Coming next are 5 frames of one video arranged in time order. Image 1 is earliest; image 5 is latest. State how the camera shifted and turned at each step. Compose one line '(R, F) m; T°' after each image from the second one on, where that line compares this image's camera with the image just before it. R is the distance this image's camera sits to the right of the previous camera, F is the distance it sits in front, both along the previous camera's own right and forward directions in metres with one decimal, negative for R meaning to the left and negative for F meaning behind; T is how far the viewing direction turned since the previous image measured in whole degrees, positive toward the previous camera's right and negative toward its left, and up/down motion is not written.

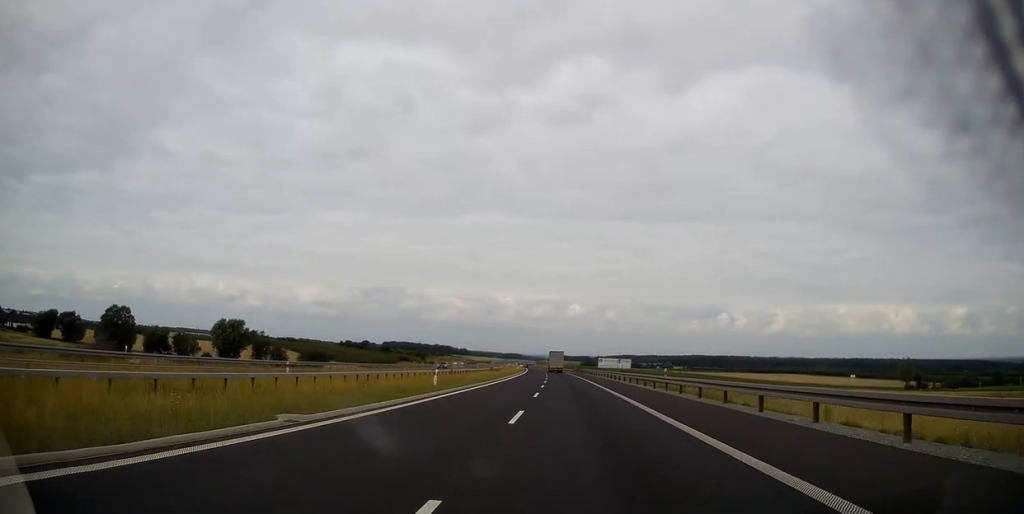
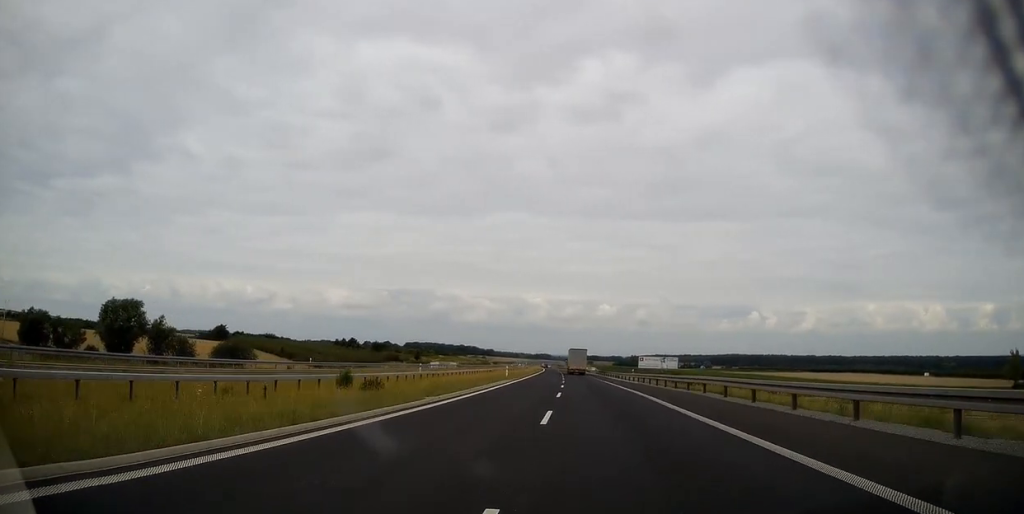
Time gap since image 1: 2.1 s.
(-1.2, +72.6) m; -2°
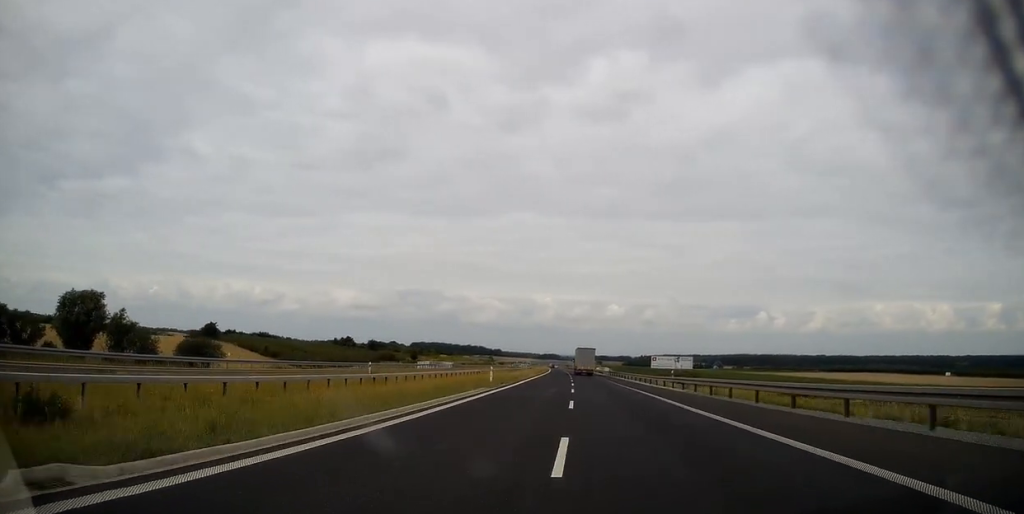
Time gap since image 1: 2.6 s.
(-0.1, +18.5) m; -1°
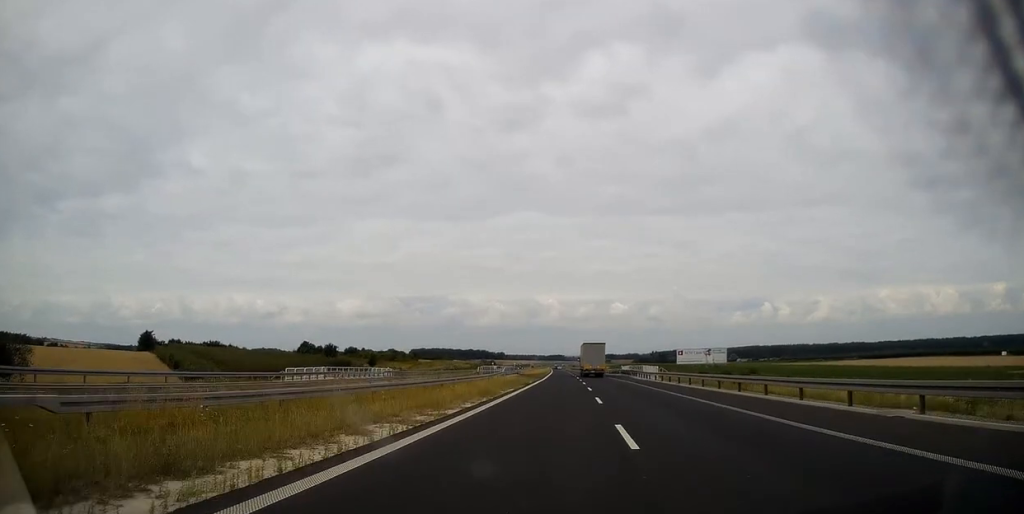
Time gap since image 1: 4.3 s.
(-1.0, +57.9) m; -1°
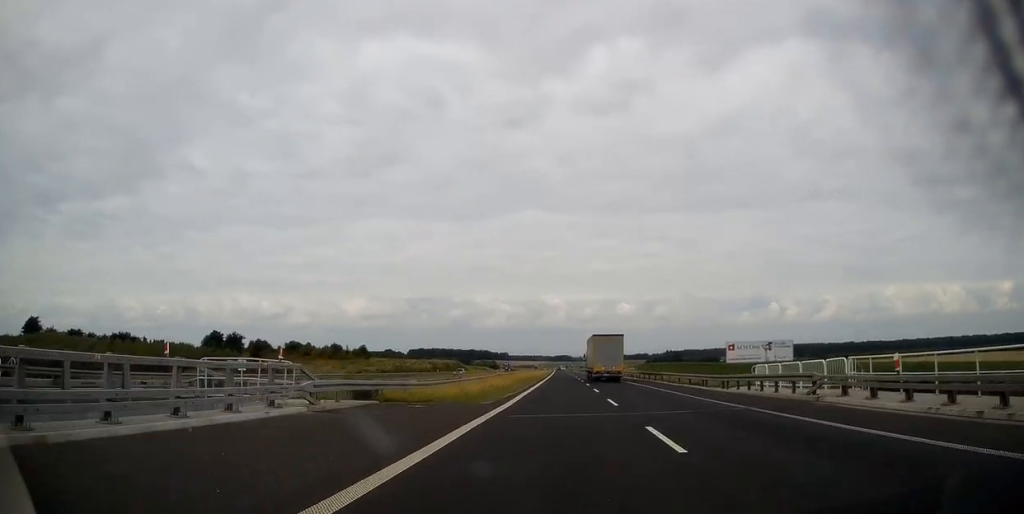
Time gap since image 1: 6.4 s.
(+0.1, +73.3) m; 0°
